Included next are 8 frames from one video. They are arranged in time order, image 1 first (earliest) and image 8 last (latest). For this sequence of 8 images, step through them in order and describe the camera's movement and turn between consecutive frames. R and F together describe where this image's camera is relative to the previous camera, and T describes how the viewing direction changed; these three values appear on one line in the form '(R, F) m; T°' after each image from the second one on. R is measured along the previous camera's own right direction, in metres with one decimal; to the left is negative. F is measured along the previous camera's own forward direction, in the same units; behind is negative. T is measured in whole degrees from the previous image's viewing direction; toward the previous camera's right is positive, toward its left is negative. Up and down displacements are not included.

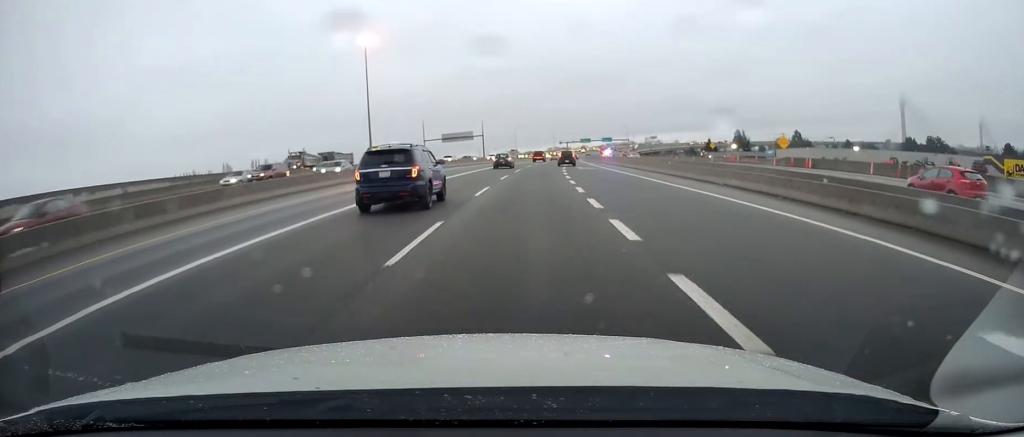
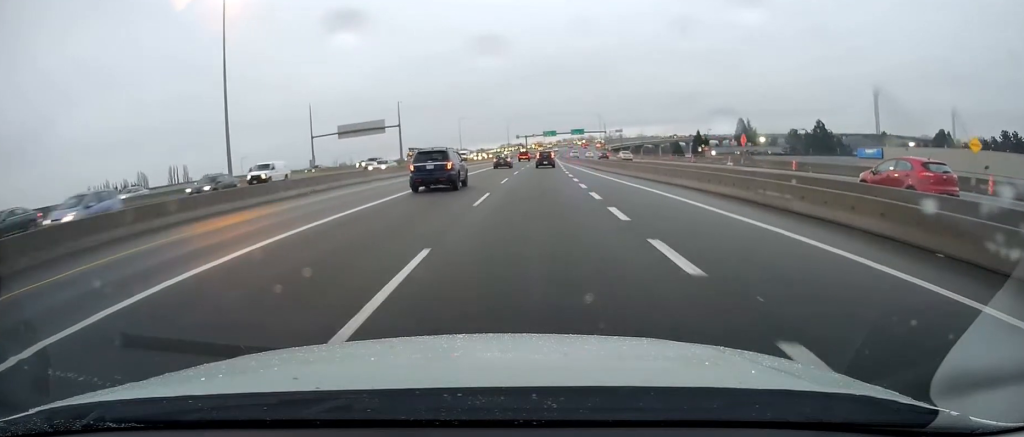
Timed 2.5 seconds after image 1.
(+1.7, +67.9) m; +4°
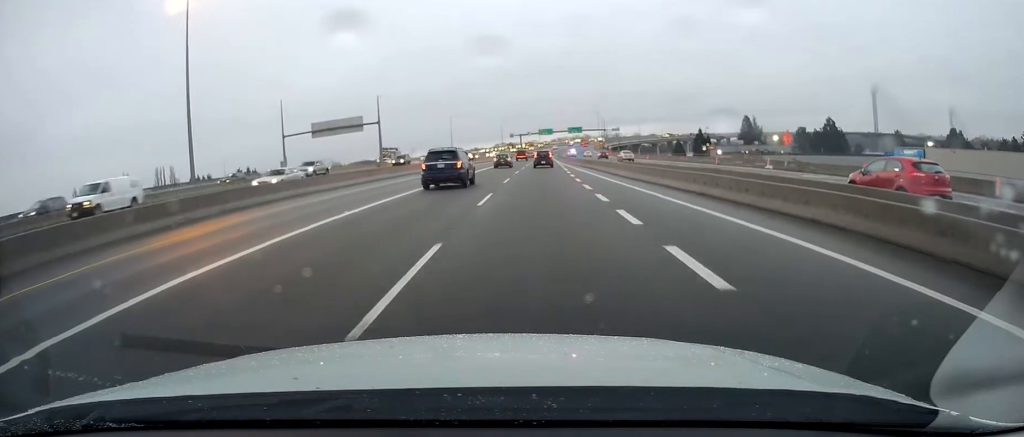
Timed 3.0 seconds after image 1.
(+0.2, +12.7) m; +1°
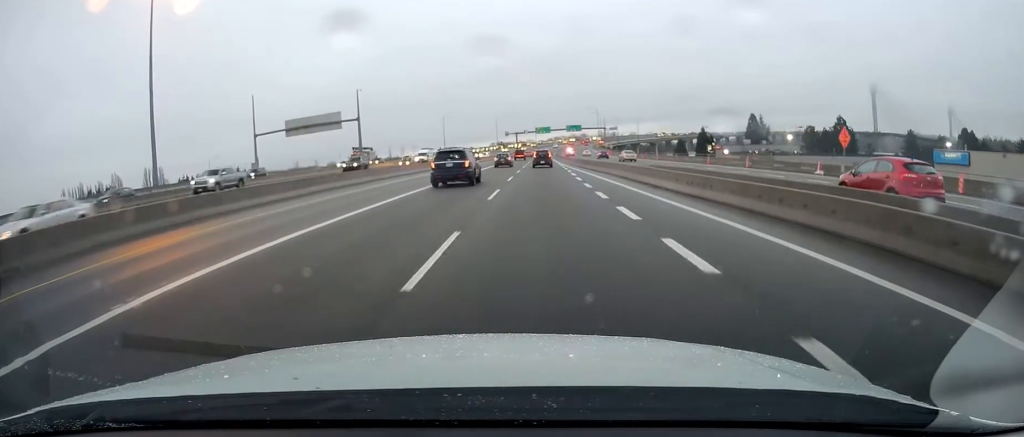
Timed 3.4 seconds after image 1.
(-0.1, +10.9) m; 0°
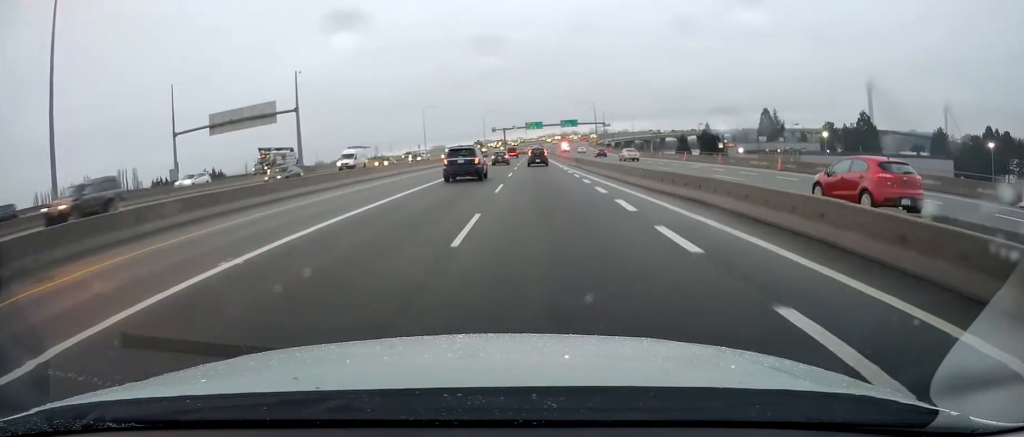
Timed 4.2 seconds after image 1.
(0.0, +22.8) m; +1°
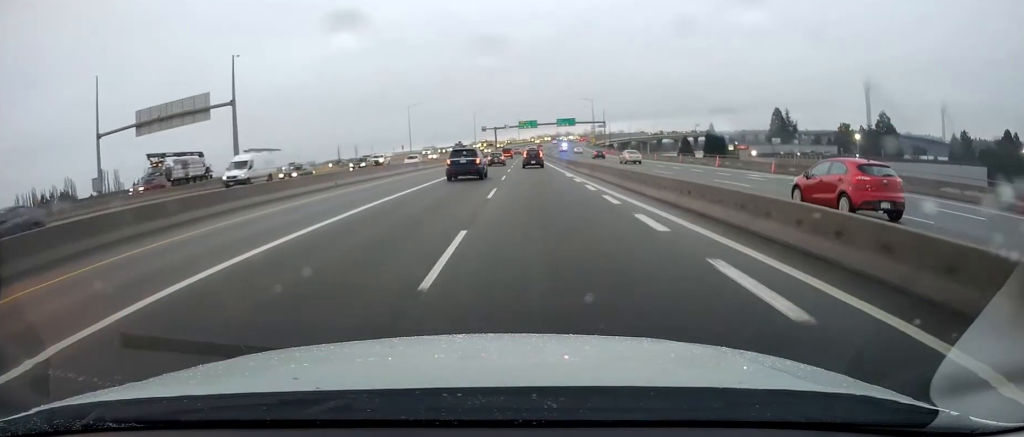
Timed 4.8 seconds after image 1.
(+0.1, +15.6) m; +1°
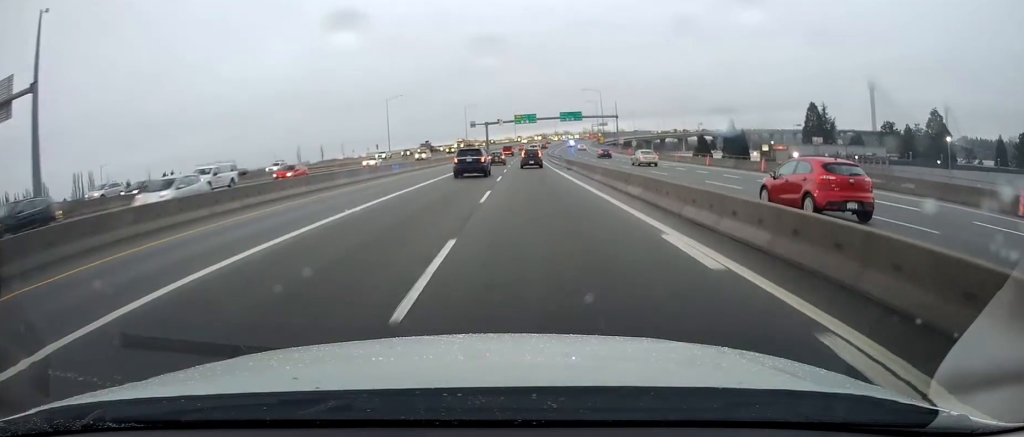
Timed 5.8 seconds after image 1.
(+0.5, +27.5) m; 0°
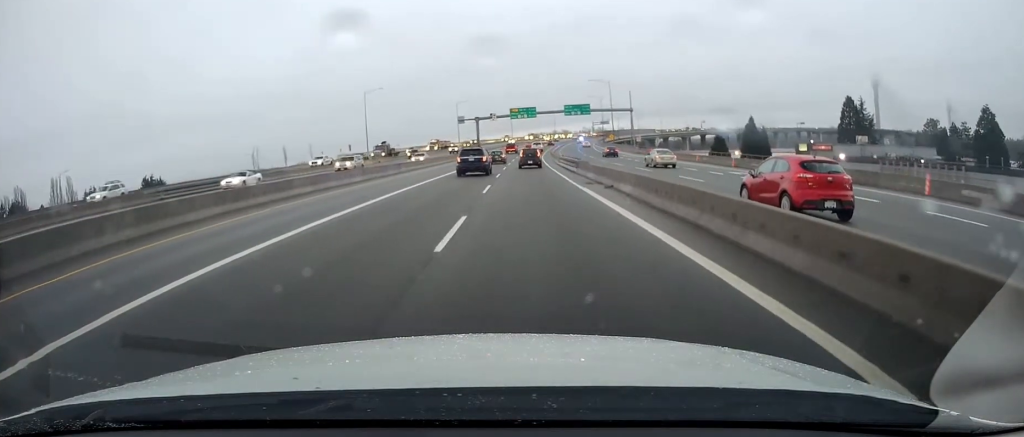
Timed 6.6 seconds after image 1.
(-0.2, +21.9) m; -1°
